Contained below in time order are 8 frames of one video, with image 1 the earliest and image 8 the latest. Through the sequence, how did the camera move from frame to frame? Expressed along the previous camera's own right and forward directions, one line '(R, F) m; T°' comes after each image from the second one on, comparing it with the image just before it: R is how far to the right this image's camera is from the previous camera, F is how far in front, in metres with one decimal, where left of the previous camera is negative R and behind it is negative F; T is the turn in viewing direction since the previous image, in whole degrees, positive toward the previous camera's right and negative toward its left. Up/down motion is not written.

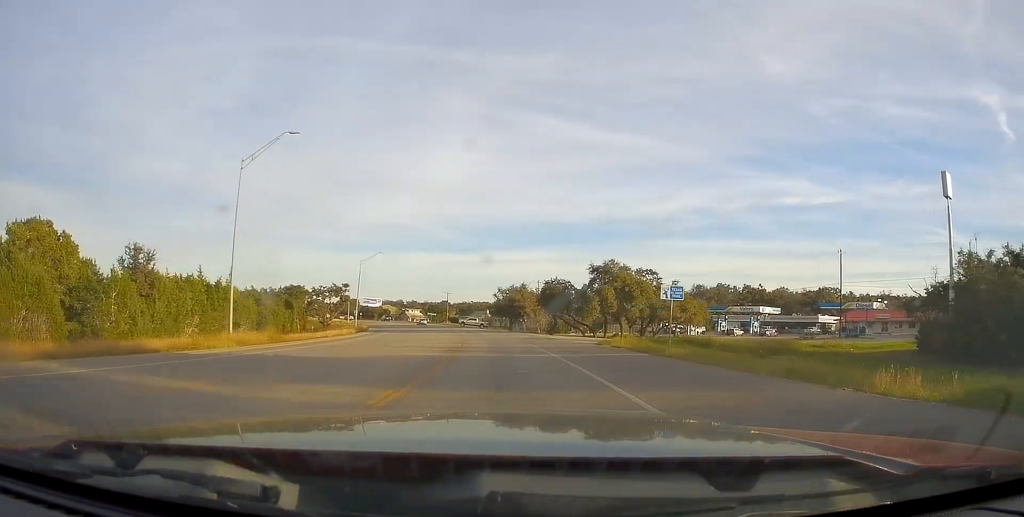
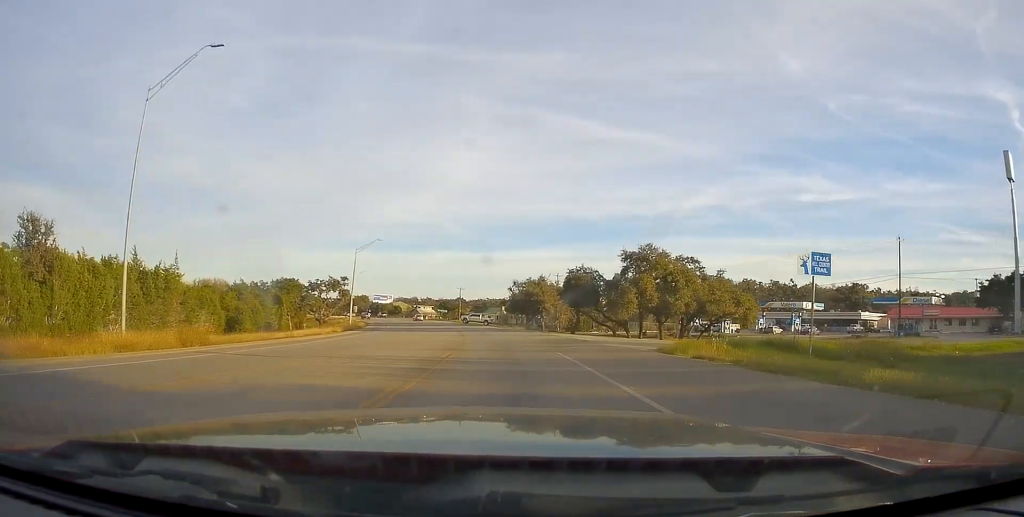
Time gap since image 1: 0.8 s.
(-0.5, +12.2) m; -1°
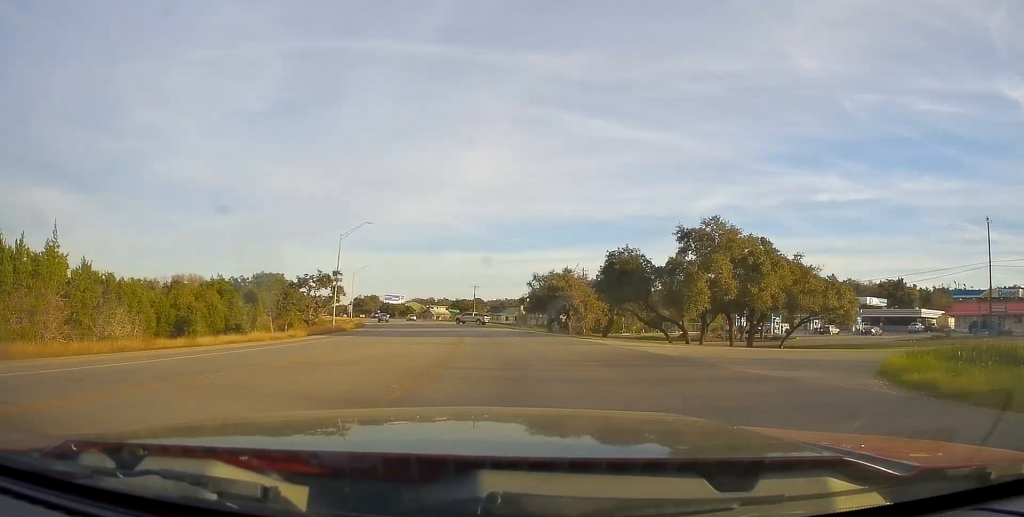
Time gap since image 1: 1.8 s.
(+0.2, +15.9) m; -2°
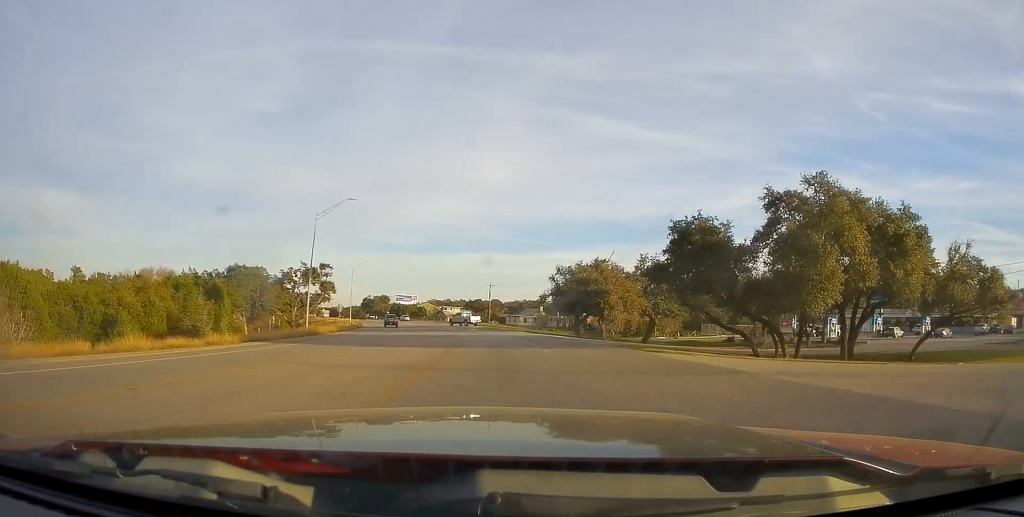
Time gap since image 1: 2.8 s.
(-0.6, +14.6) m; -2°
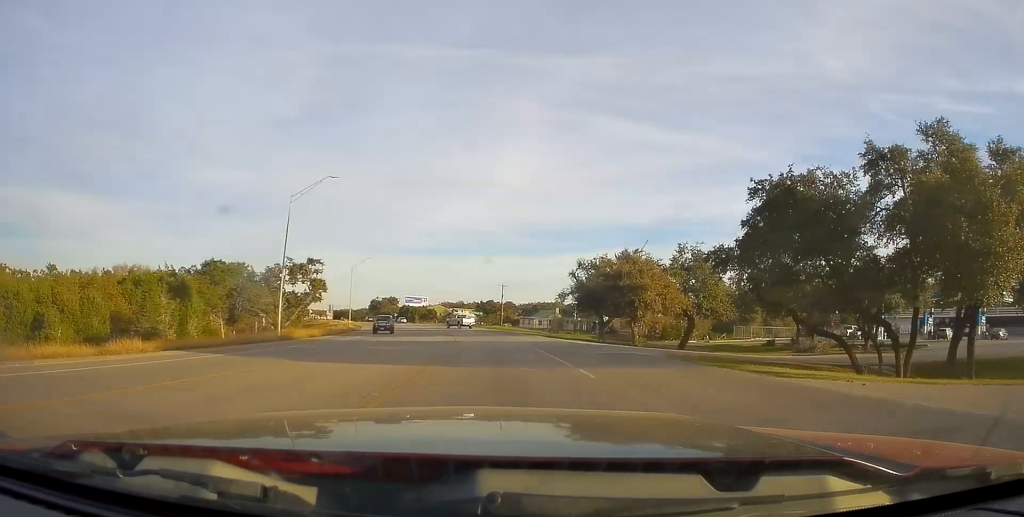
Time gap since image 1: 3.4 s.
(-0.1, +9.8) m; -1°
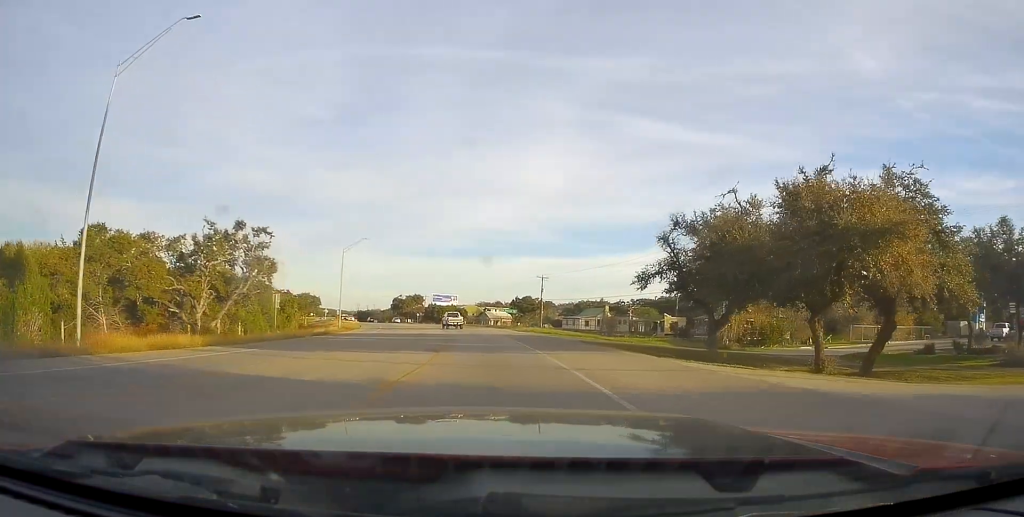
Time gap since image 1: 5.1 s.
(-0.6, +26.8) m; -5°
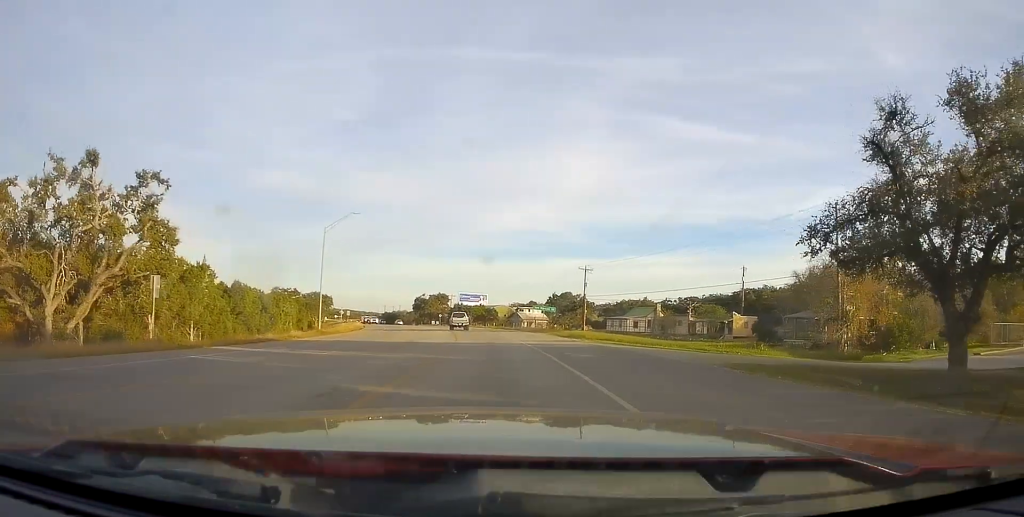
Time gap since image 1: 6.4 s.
(-0.8, +20.6) m; -3°
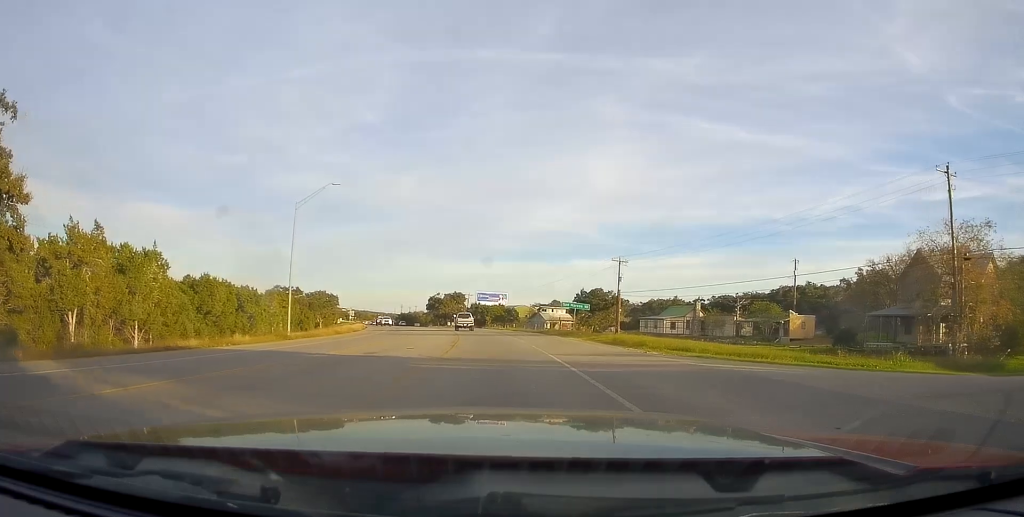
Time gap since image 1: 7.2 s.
(-0.1, +13.6) m; -1°
